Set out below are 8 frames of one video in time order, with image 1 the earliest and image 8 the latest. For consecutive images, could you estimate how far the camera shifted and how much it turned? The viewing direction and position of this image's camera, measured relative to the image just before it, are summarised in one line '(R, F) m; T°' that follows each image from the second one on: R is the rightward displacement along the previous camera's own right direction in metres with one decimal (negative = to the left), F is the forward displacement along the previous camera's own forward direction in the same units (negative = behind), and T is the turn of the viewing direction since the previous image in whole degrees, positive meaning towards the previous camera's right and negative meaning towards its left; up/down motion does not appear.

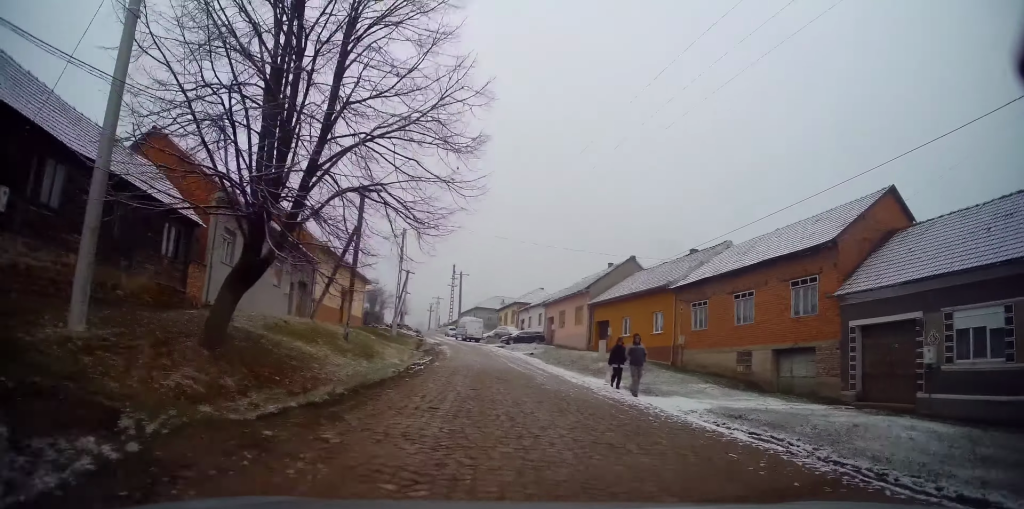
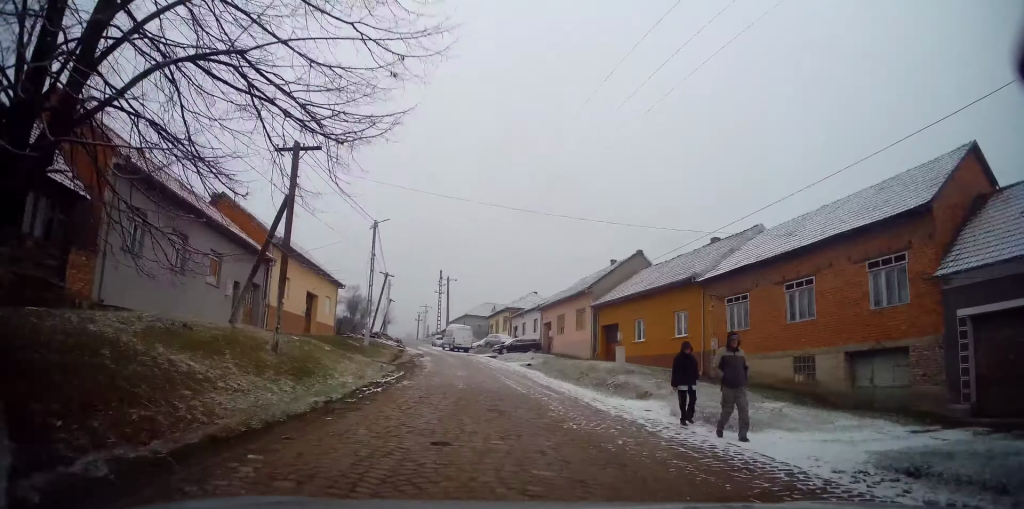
(+0.1, +6.3) m; 0°
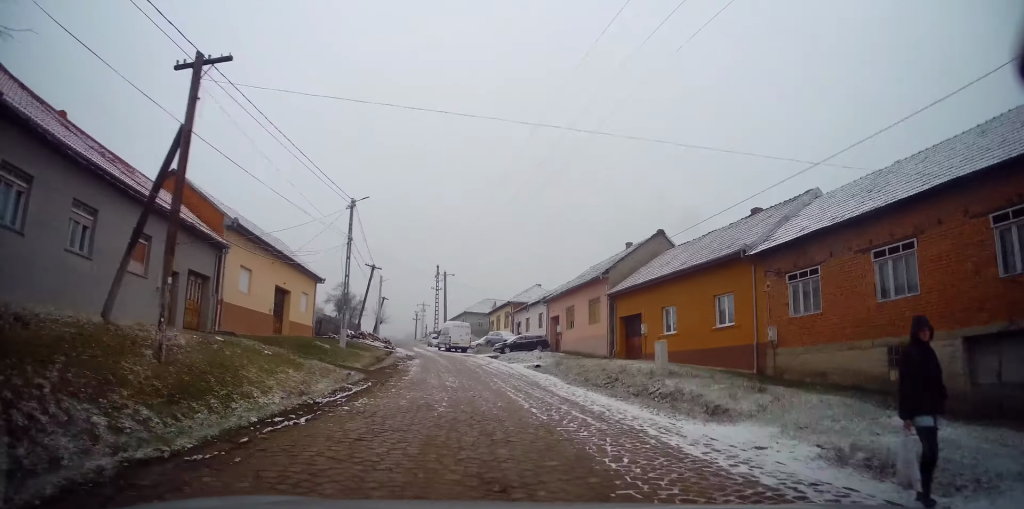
(+0.1, +5.7) m; -2°
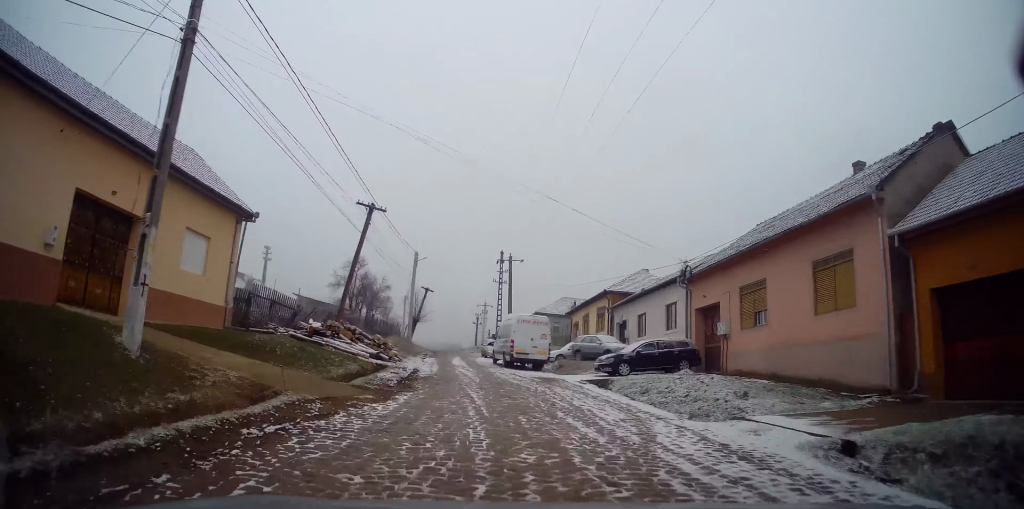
(-1.4, +21.5) m; -6°
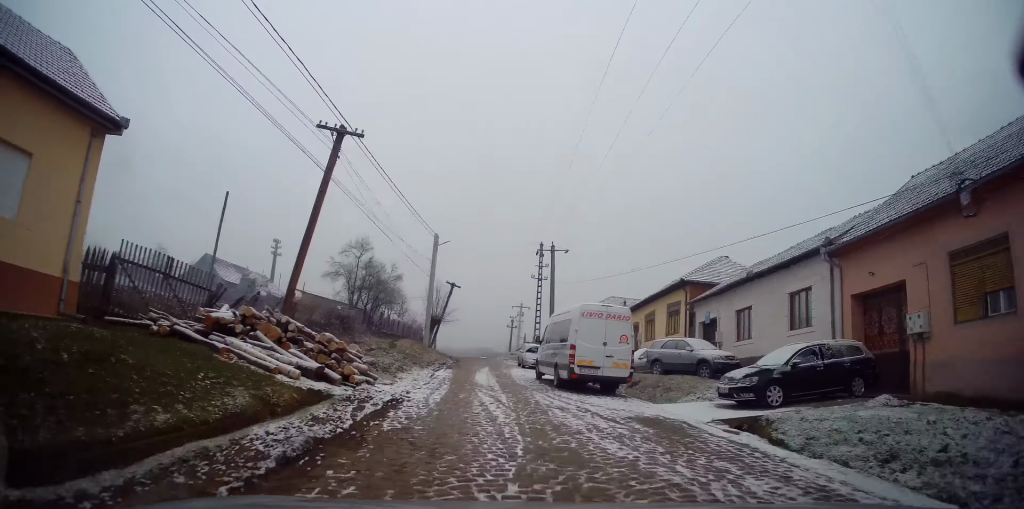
(-0.3, +10.1) m; -3°
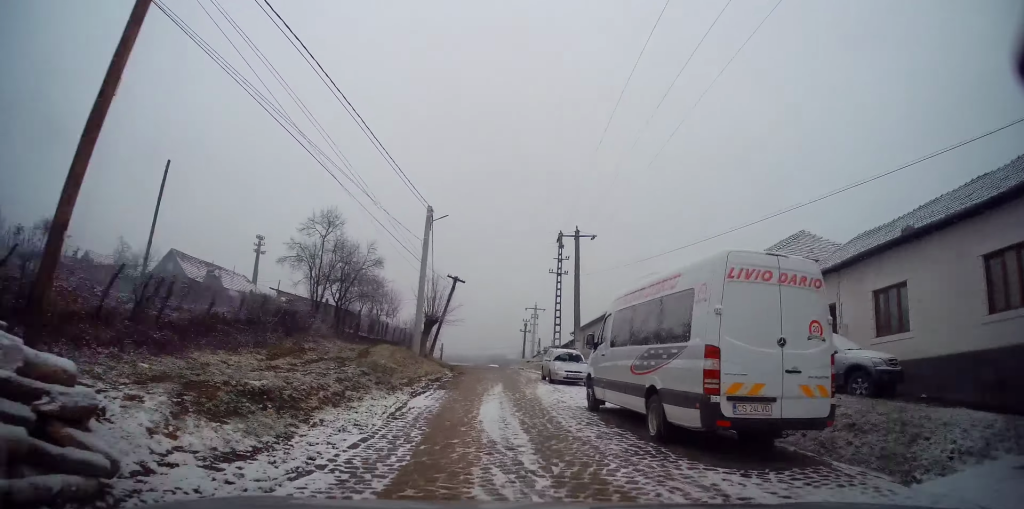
(-0.1, +9.4) m; -4°
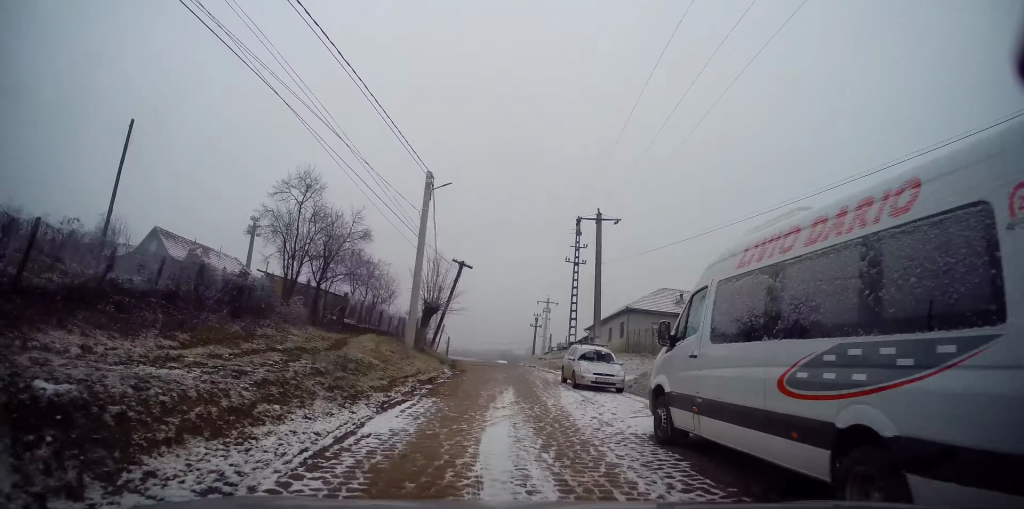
(-0.3, +4.7) m; 0°
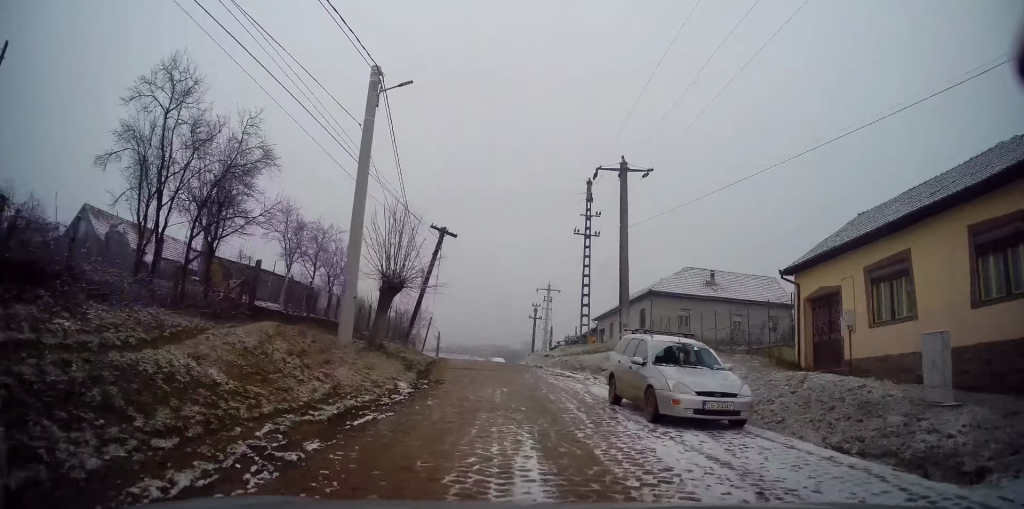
(+0.1, +9.3) m; +2°
